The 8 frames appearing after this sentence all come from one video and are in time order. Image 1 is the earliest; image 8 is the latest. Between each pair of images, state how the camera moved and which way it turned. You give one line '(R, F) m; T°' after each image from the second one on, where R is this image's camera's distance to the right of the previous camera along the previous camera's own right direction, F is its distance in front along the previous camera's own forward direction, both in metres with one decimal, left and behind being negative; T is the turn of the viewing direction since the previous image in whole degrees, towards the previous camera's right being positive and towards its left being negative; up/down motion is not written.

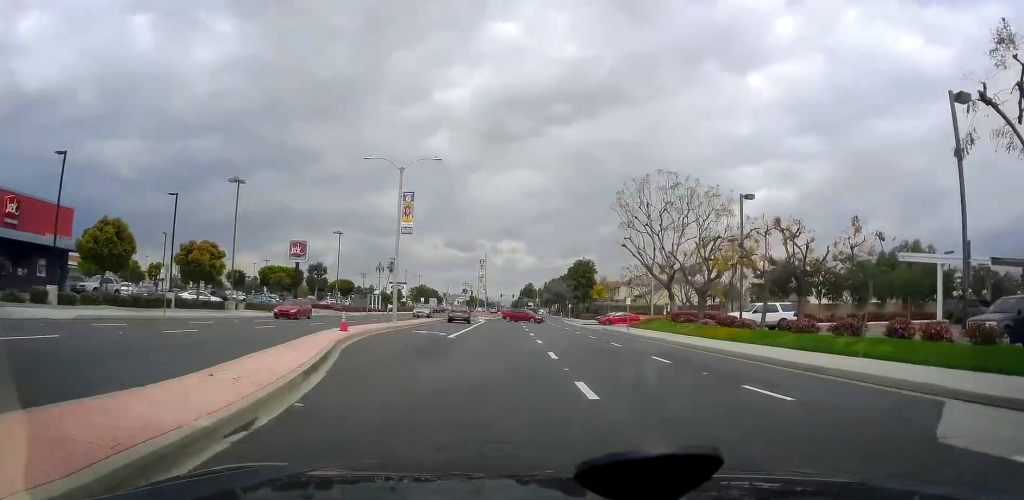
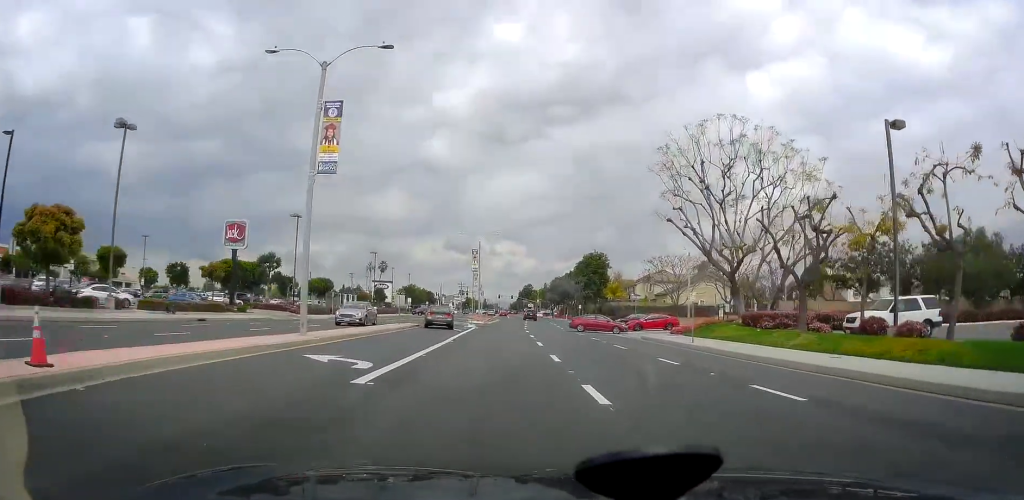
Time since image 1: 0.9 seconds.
(0.0, +15.9) m; 0°
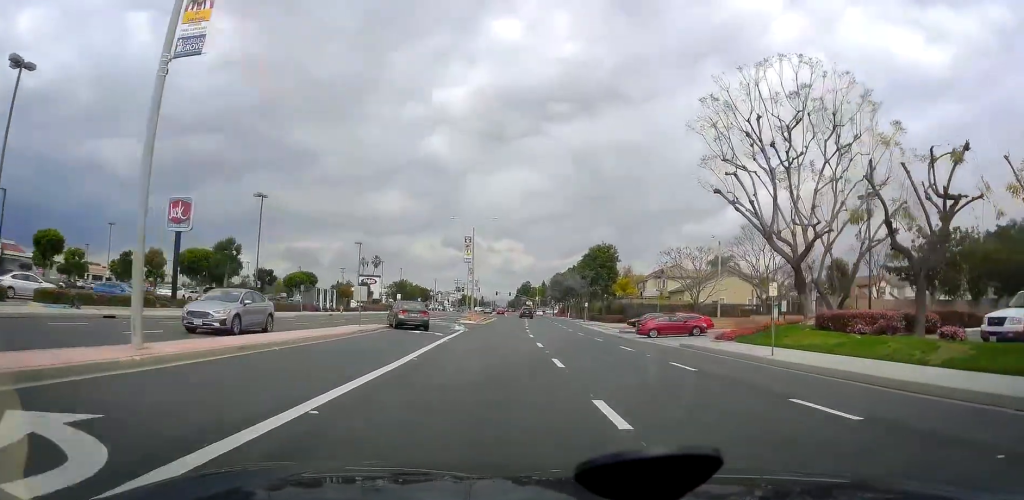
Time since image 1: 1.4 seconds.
(0.0, +9.3) m; 0°
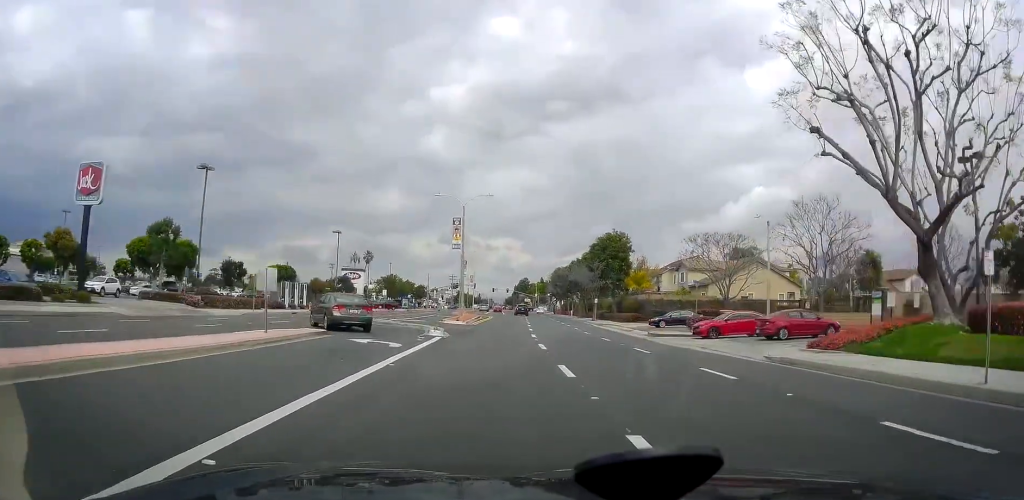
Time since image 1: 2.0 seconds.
(0.0, +10.5) m; 0°
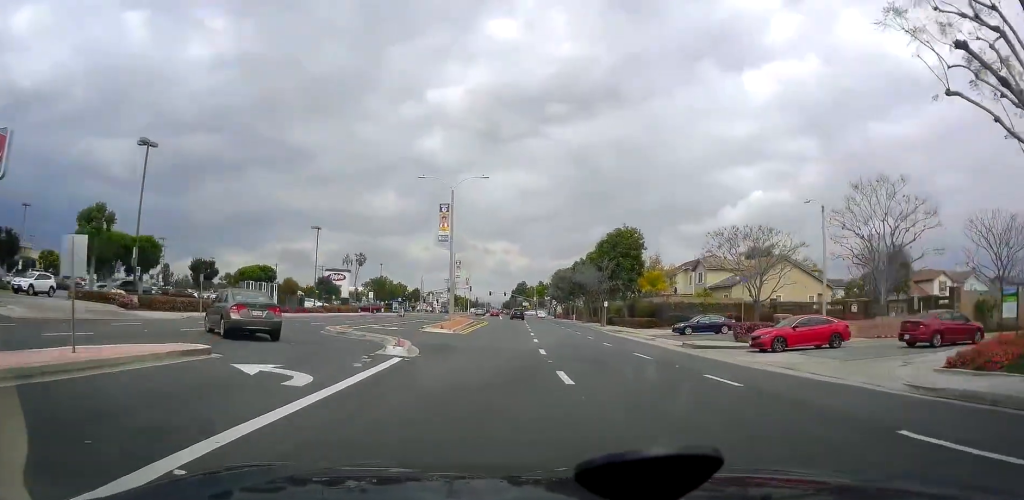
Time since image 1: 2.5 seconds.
(0.0, +8.1) m; 0°
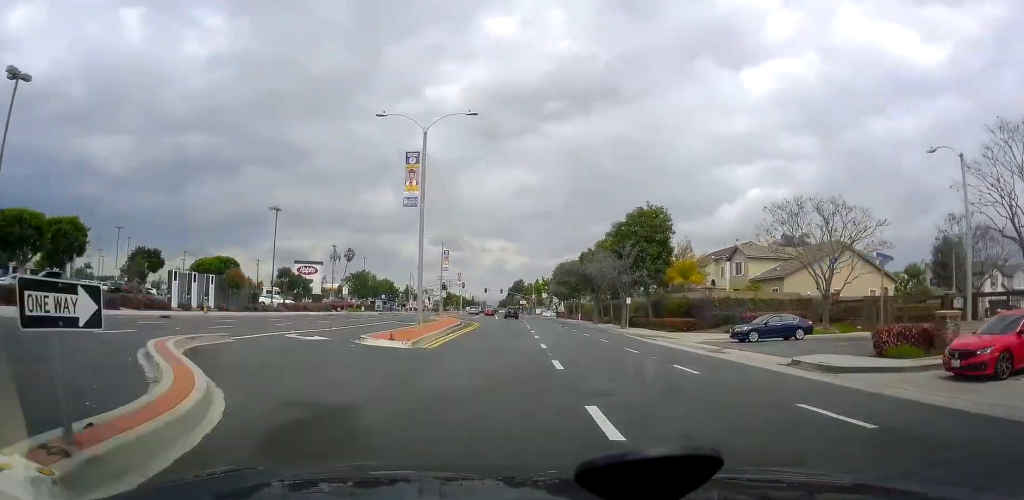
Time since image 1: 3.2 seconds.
(0.0, +12.8) m; 0°
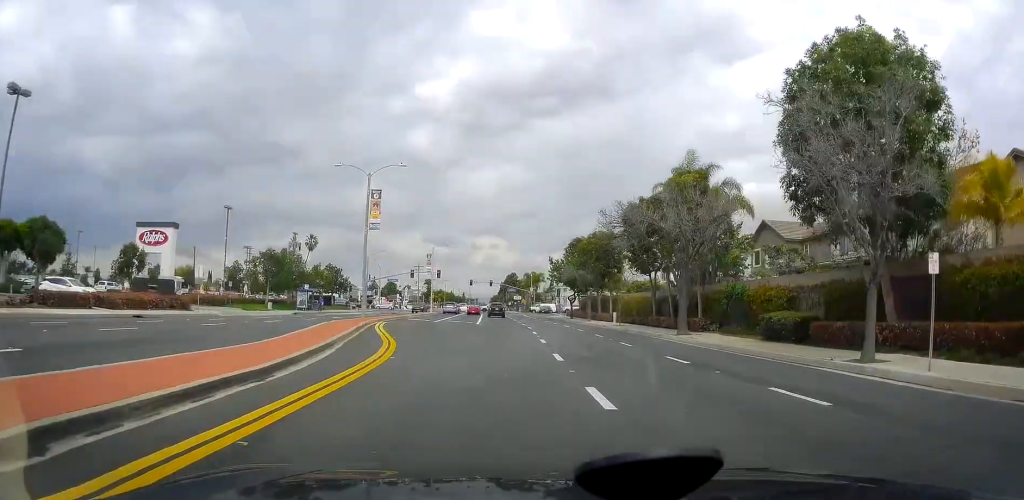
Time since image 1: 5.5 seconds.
(+0.1, +36.4) m; +4°
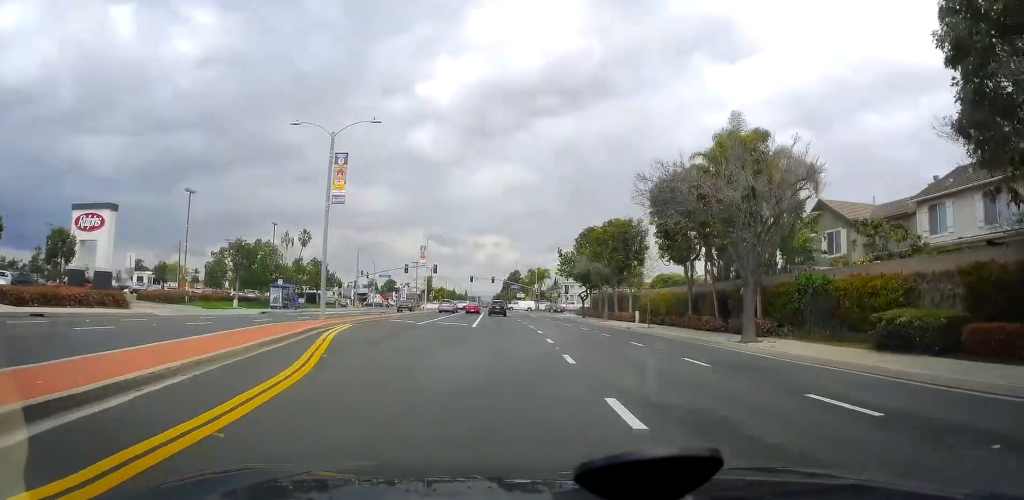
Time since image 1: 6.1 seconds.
(+0.6, +8.9) m; 0°
